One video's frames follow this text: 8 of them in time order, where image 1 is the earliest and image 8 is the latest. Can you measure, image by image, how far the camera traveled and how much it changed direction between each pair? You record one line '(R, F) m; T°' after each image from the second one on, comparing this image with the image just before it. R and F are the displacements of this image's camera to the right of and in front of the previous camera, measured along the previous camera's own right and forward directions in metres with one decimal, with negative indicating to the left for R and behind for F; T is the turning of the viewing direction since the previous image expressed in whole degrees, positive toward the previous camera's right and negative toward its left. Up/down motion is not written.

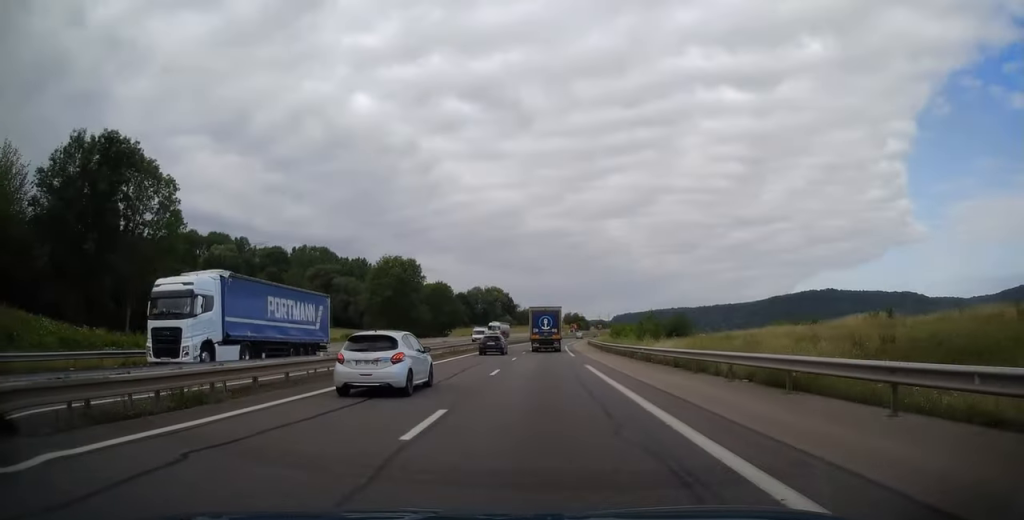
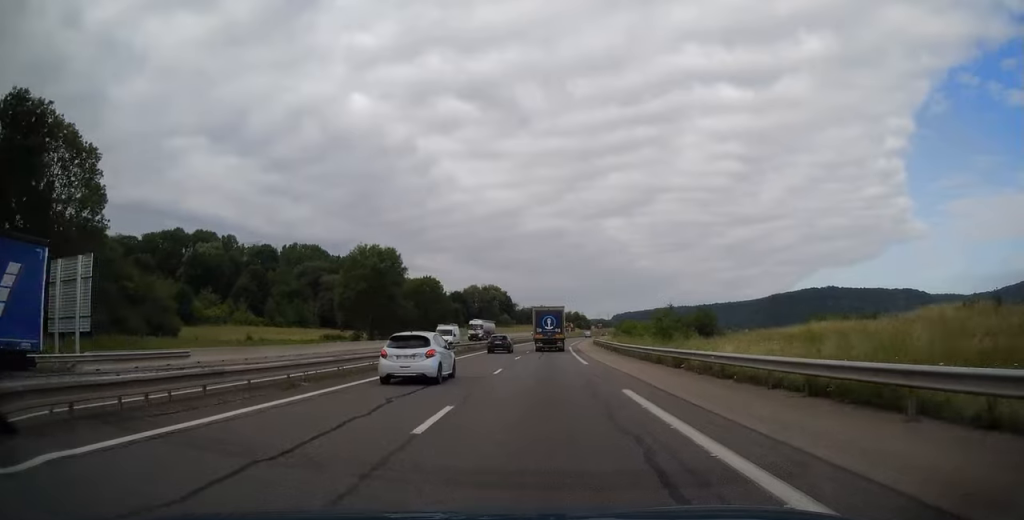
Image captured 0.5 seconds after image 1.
(-0.4, +12.4) m; 0°
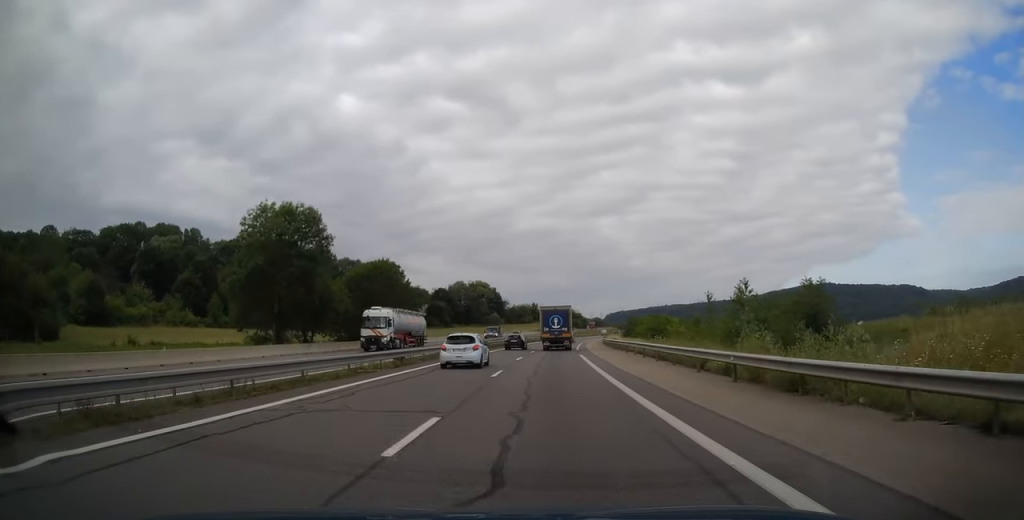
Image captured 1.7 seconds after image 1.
(+0.5, +27.6) m; +2°
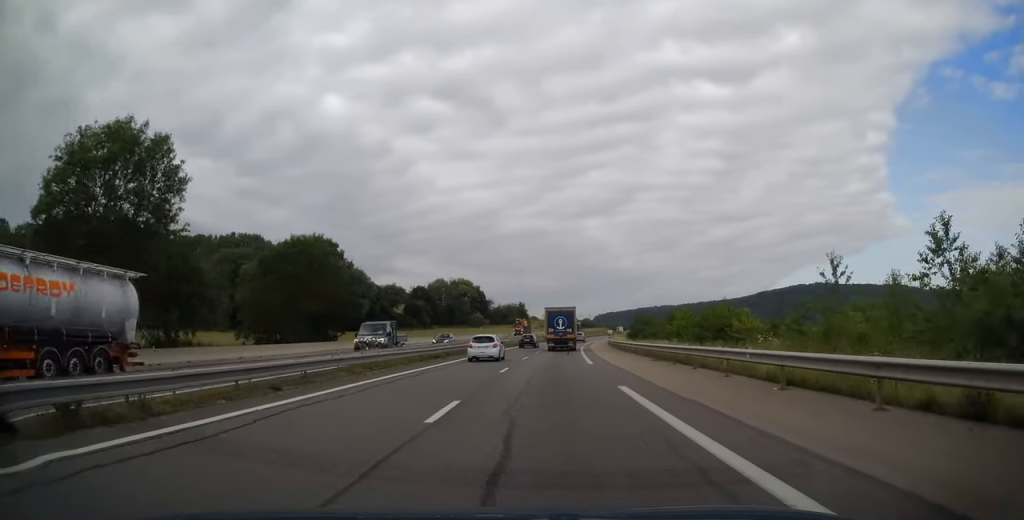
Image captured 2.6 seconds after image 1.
(+0.2, +23.6) m; +1°
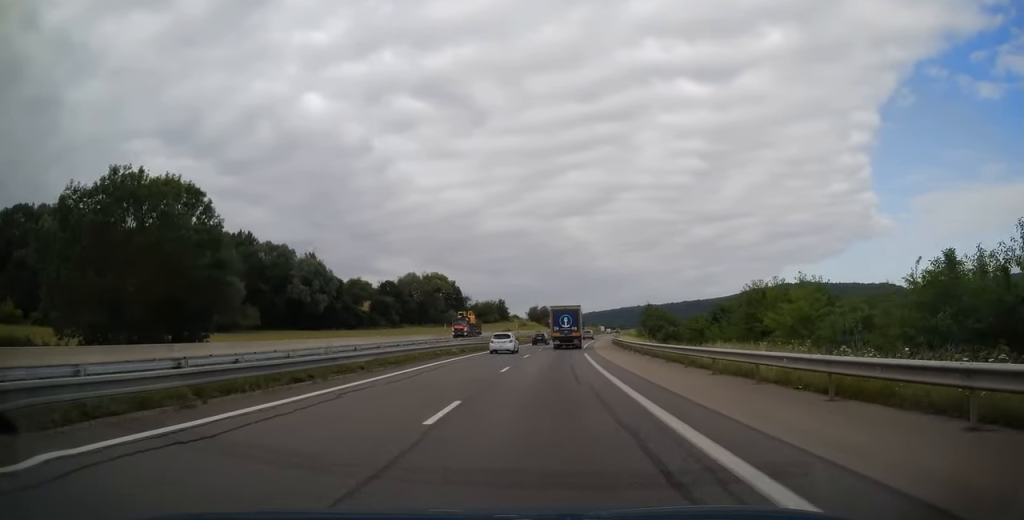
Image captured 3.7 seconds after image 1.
(+0.1, +26.4) m; +1°
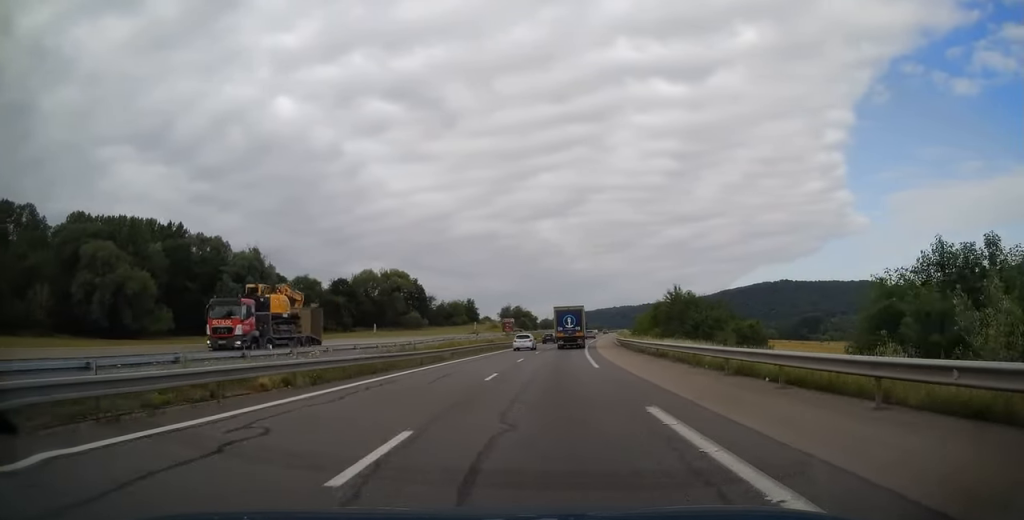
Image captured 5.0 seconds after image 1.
(+0.8, +30.0) m; +3°
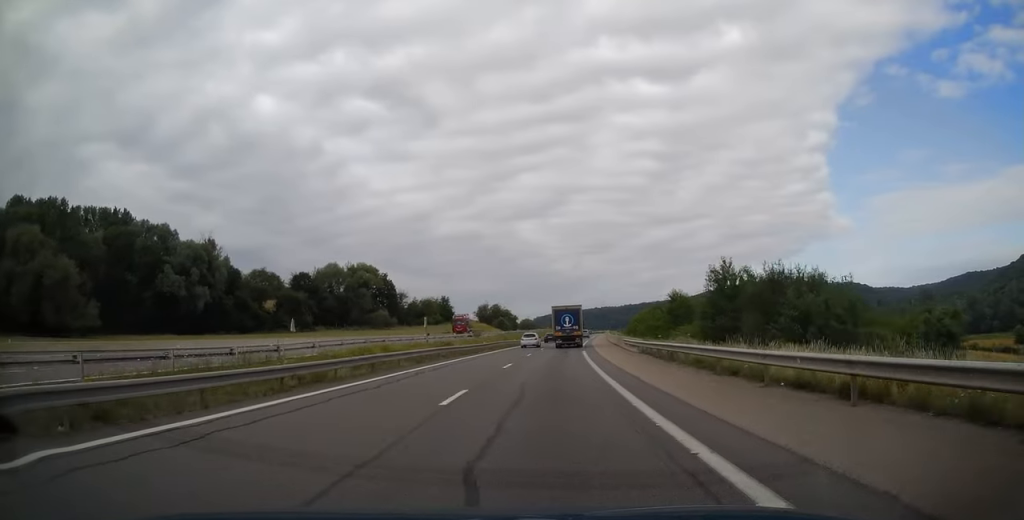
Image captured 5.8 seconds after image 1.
(+0.3, +19.6) m; +1°
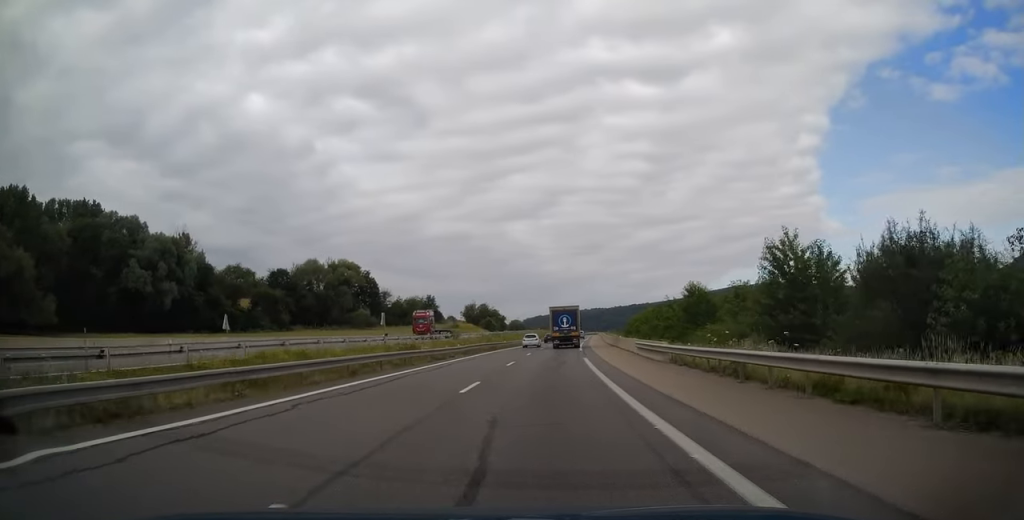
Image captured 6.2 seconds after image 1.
(0.0, +10.4) m; +1°
